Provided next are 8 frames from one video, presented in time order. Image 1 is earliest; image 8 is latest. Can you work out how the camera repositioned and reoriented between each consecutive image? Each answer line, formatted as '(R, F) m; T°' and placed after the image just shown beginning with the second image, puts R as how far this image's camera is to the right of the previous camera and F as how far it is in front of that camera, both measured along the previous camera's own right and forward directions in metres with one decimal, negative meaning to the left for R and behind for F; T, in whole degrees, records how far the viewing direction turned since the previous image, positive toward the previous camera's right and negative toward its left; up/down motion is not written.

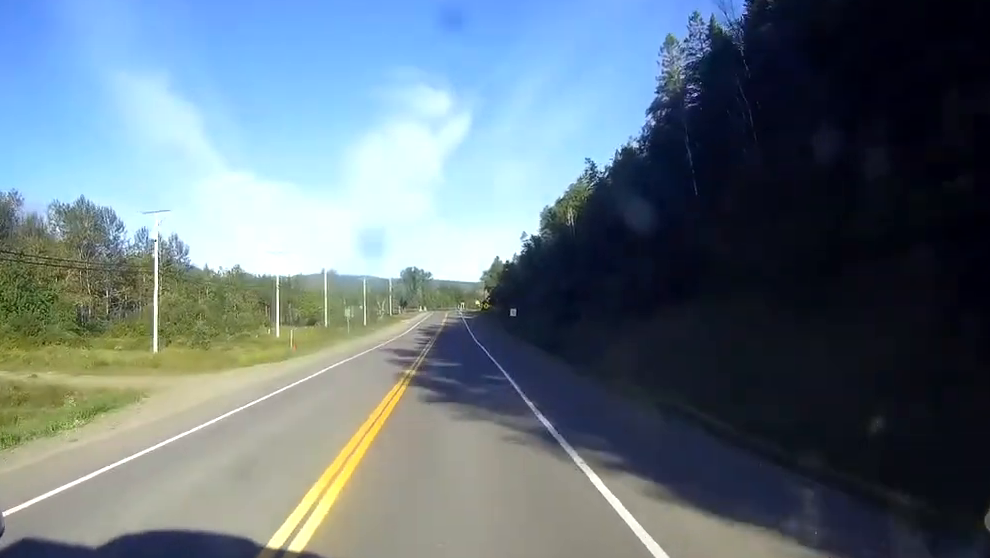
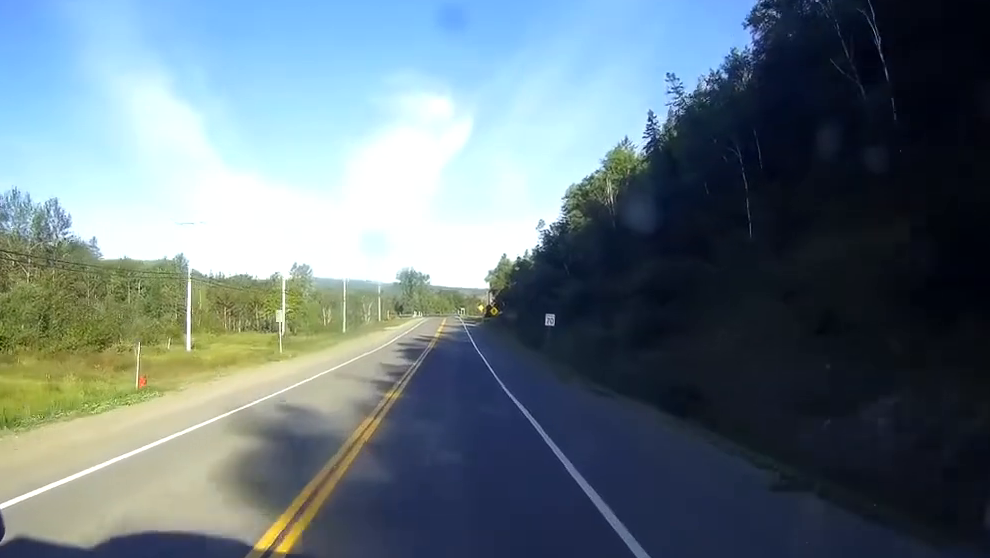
(-0.1, +35.7) m; 0°
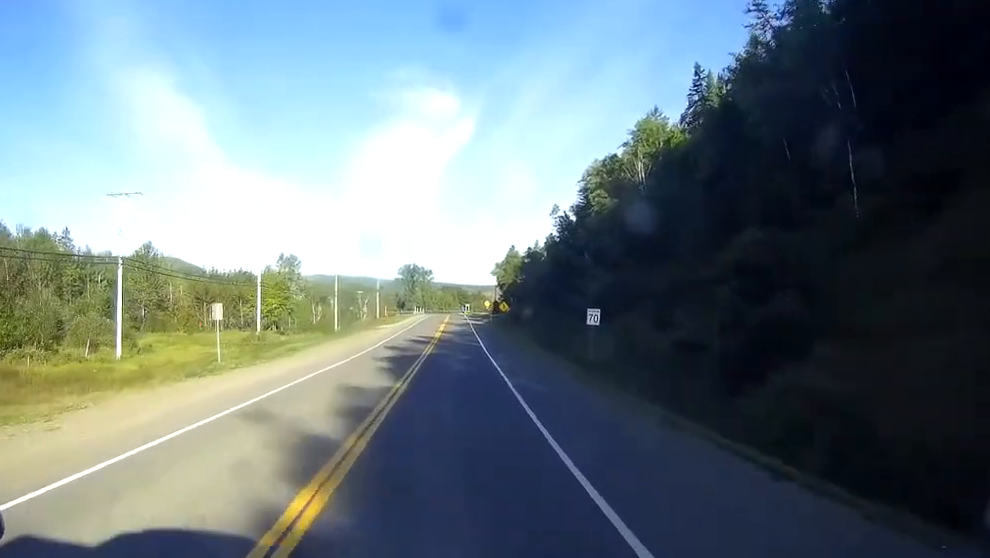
(0.0, +15.9) m; 0°
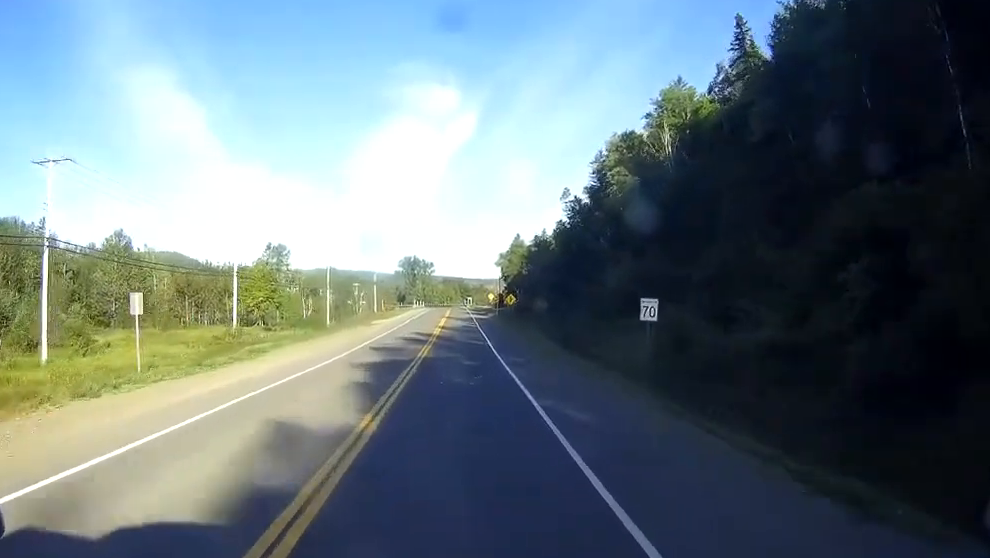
(0.0, +11.1) m; 0°
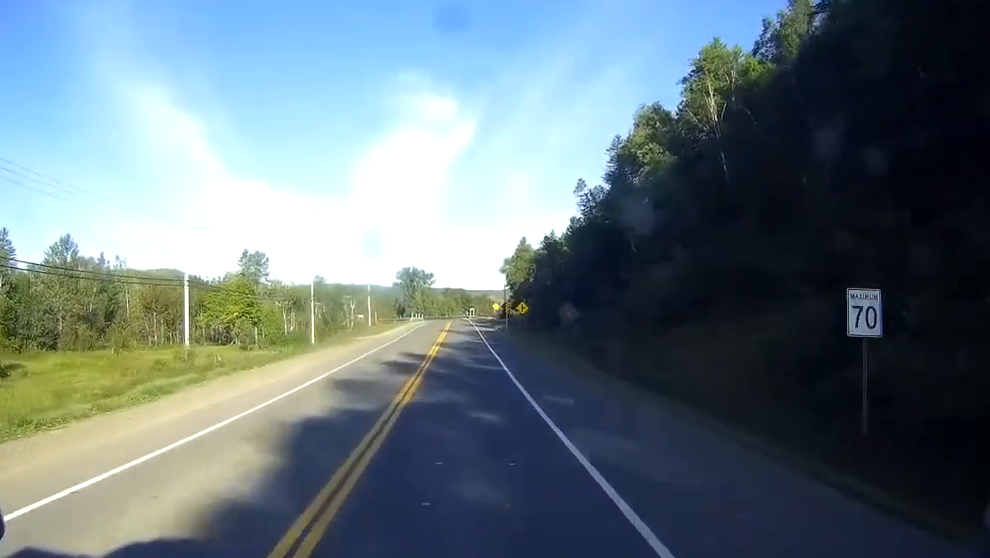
(0.0, +15.7) m; 0°
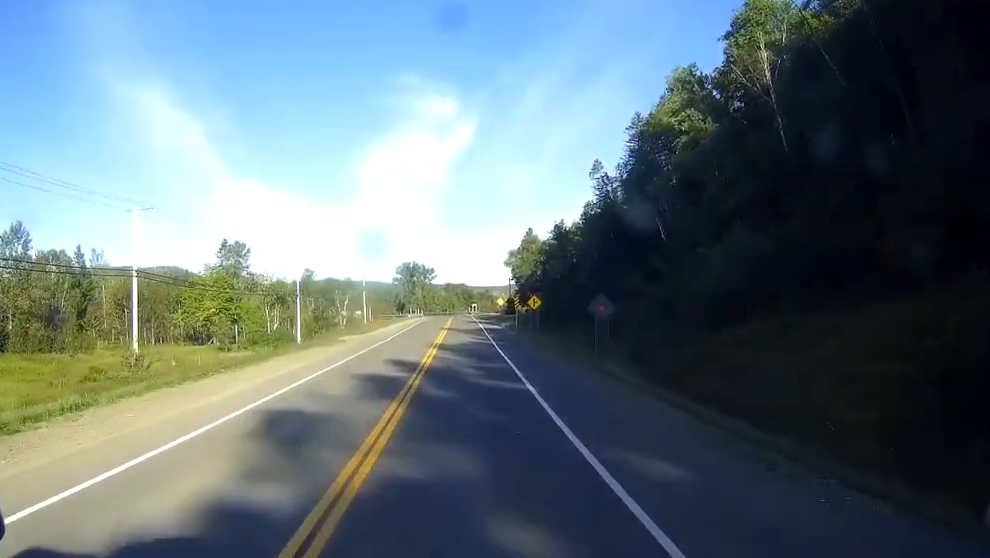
(0.0, +11.7) m; 0°
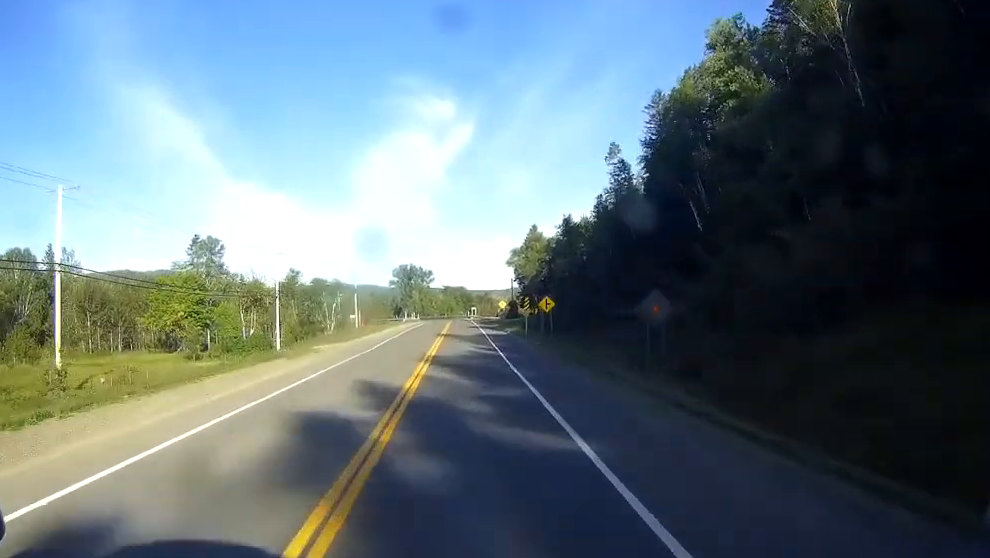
(-0.1, +11.6) m; 0°
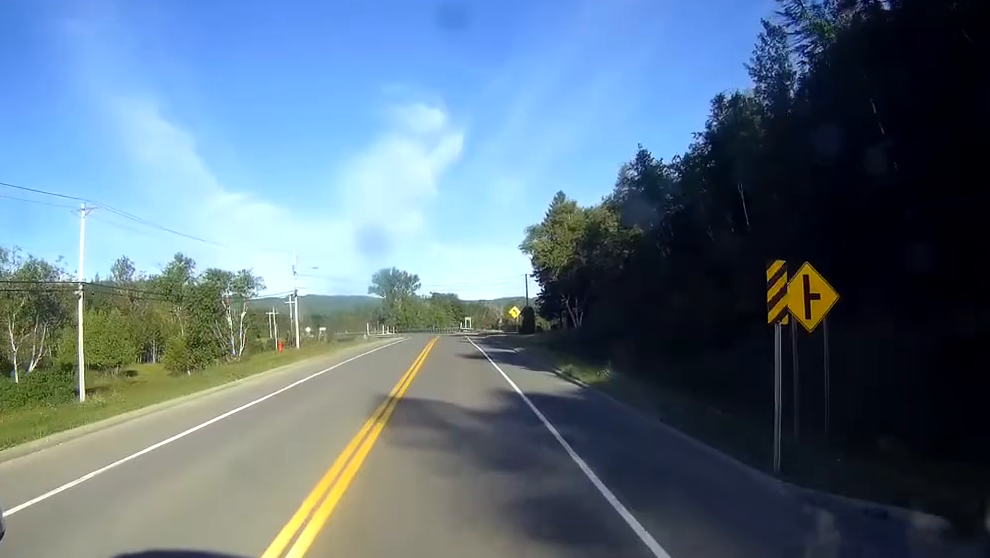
(+0.5, +49.5) m; +1°
